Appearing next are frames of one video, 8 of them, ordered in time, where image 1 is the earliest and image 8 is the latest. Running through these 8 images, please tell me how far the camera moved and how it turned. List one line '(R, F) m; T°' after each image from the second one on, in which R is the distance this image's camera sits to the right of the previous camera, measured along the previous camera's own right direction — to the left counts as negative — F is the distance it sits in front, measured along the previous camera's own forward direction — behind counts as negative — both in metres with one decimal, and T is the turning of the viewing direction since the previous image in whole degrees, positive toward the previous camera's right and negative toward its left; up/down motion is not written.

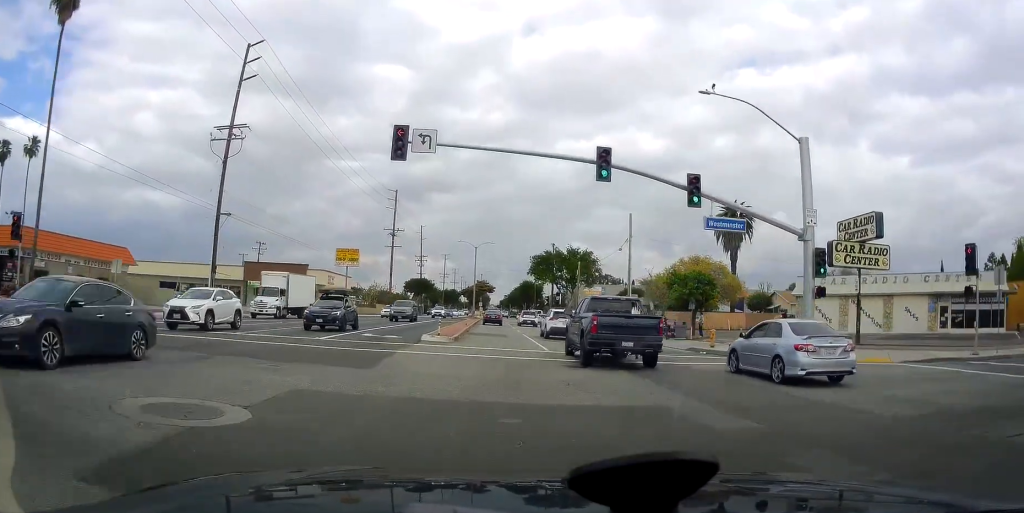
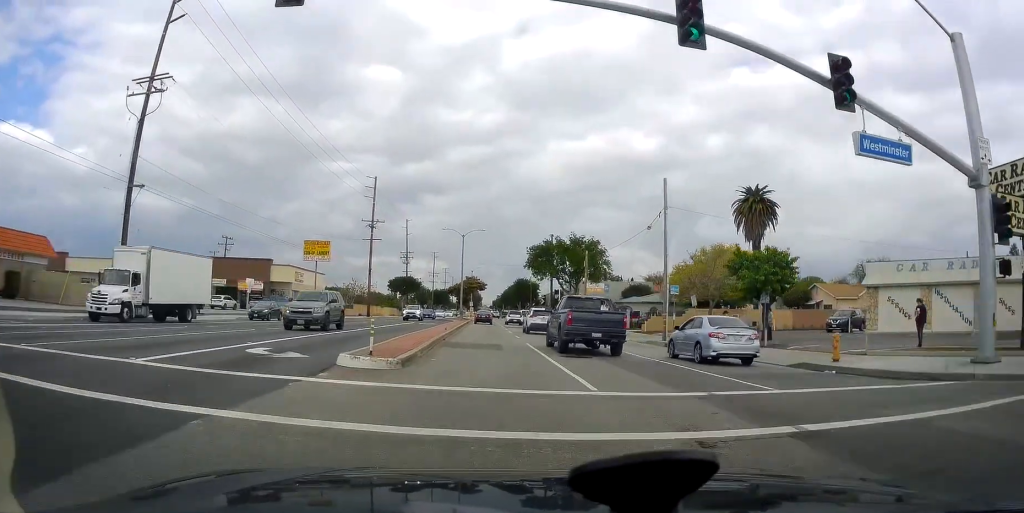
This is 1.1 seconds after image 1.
(0.0, +12.3) m; 0°
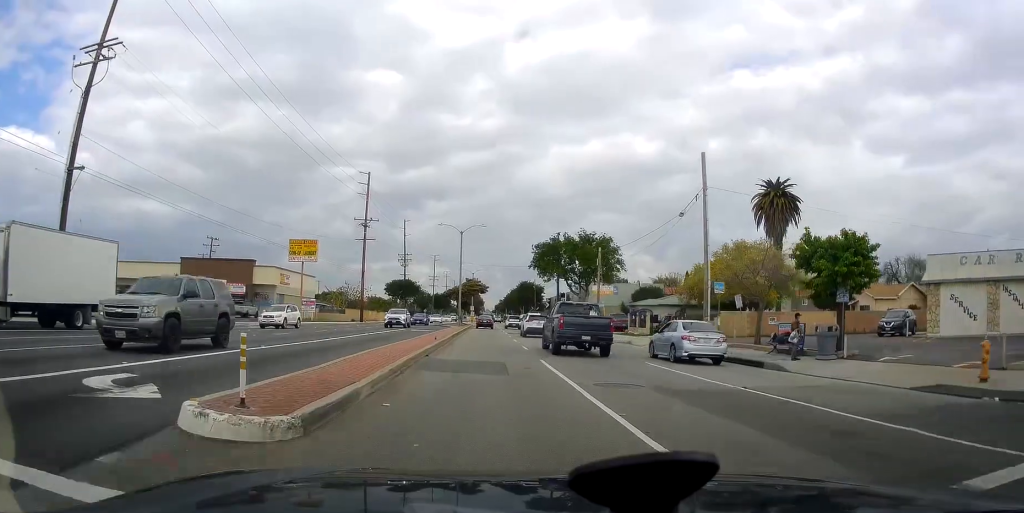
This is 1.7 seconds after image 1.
(0.0, +6.7) m; 0°
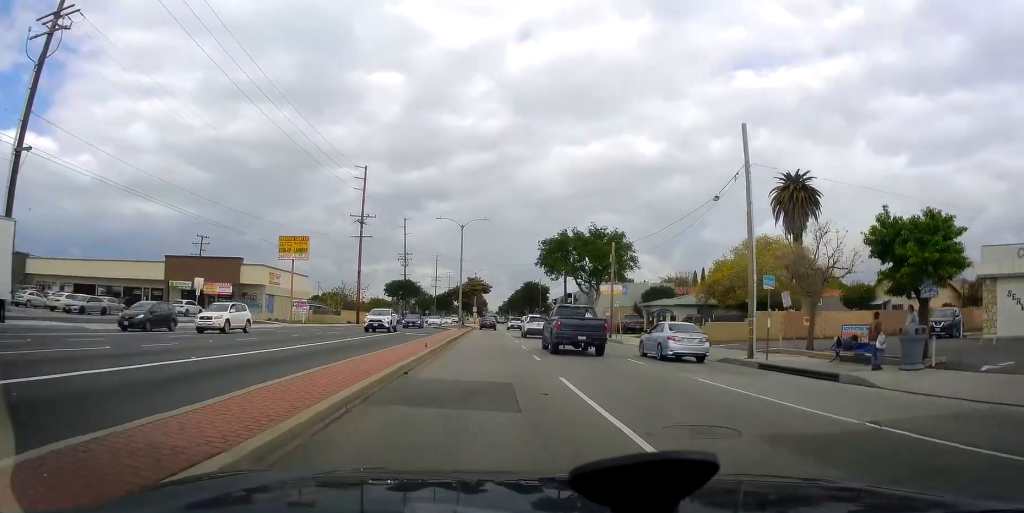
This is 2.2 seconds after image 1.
(0.0, +4.8) m; 0°
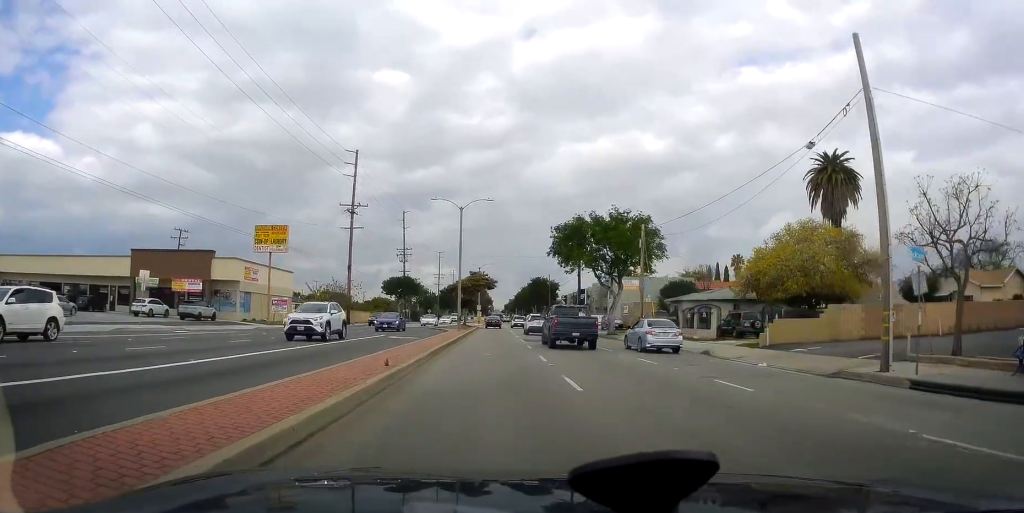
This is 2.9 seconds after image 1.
(0.0, +8.8) m; 0°
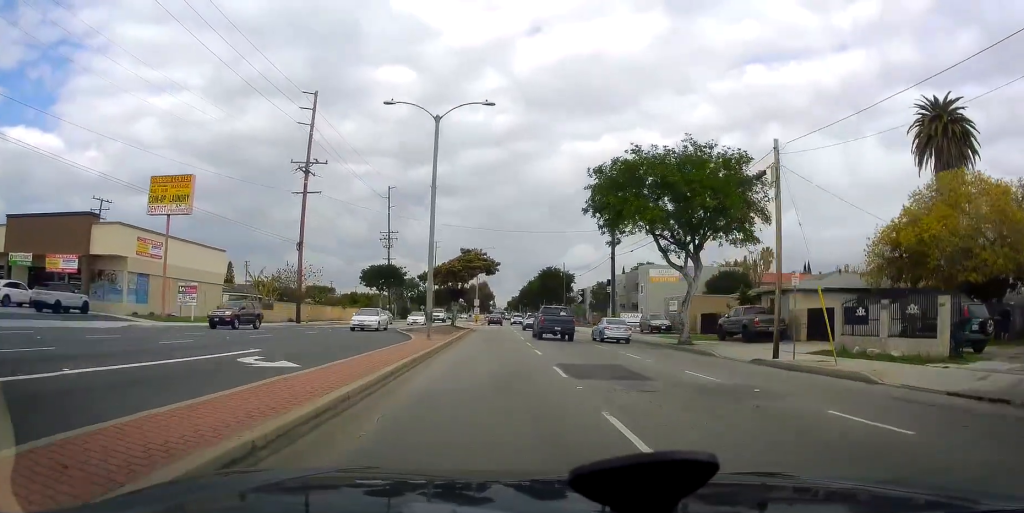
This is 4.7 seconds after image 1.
(0.0, +20.6) m; 0°
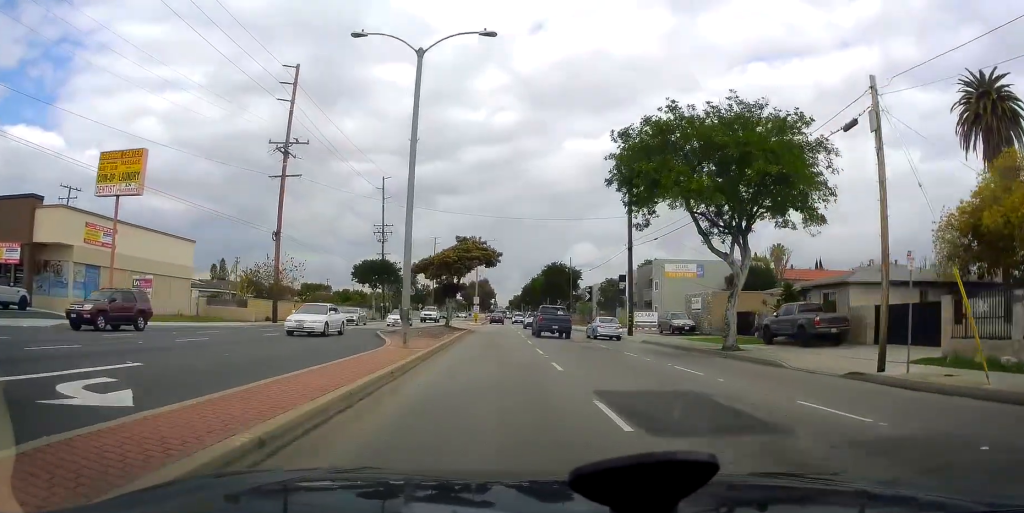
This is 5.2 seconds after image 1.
(0.0, +6.3) m; 0°
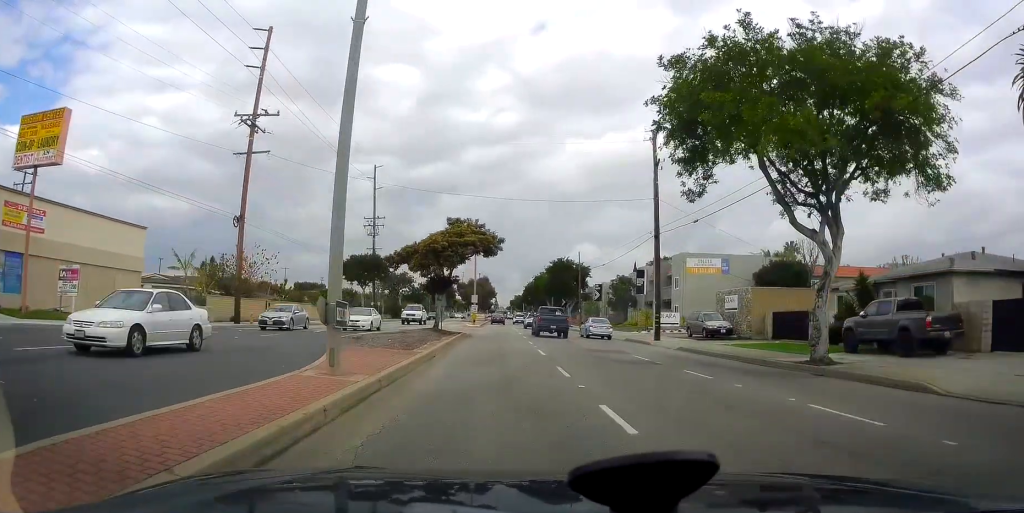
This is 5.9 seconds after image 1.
(0.0, +7.8) m; 0°
